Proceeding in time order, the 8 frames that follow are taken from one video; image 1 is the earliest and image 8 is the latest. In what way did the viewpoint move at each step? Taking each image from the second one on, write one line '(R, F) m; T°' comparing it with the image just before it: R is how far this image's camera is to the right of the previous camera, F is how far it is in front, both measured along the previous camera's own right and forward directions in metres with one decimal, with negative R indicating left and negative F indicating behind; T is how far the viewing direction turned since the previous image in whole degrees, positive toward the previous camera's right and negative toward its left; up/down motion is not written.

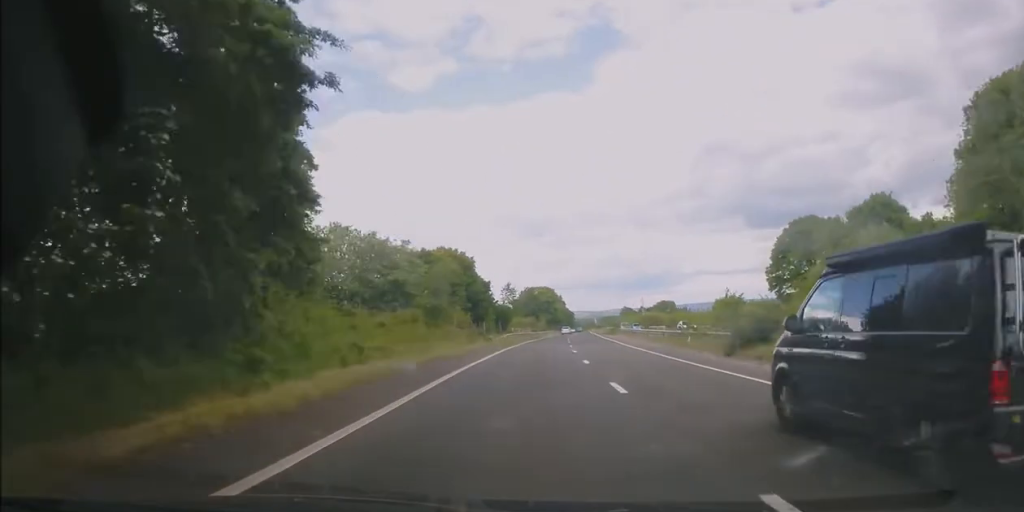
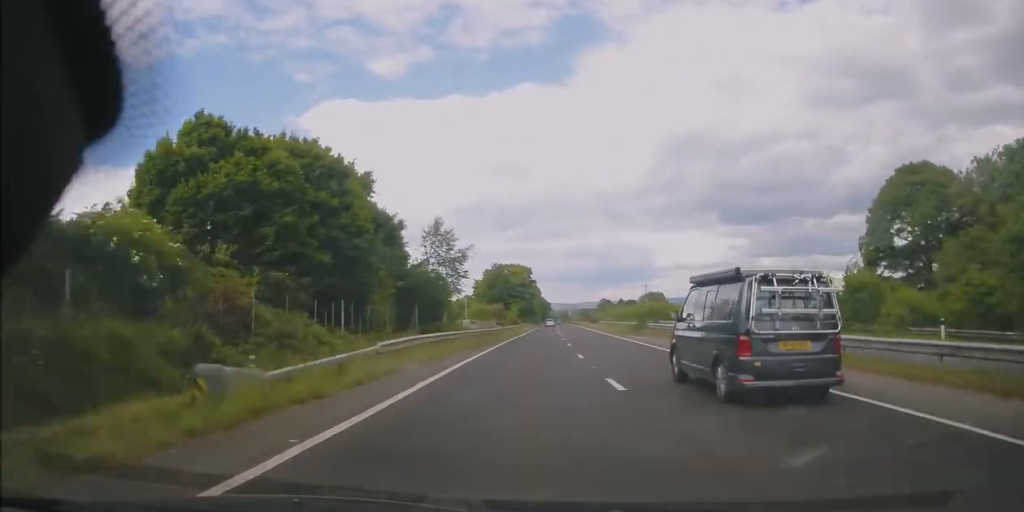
(+0.6, +37.4) m; +2°
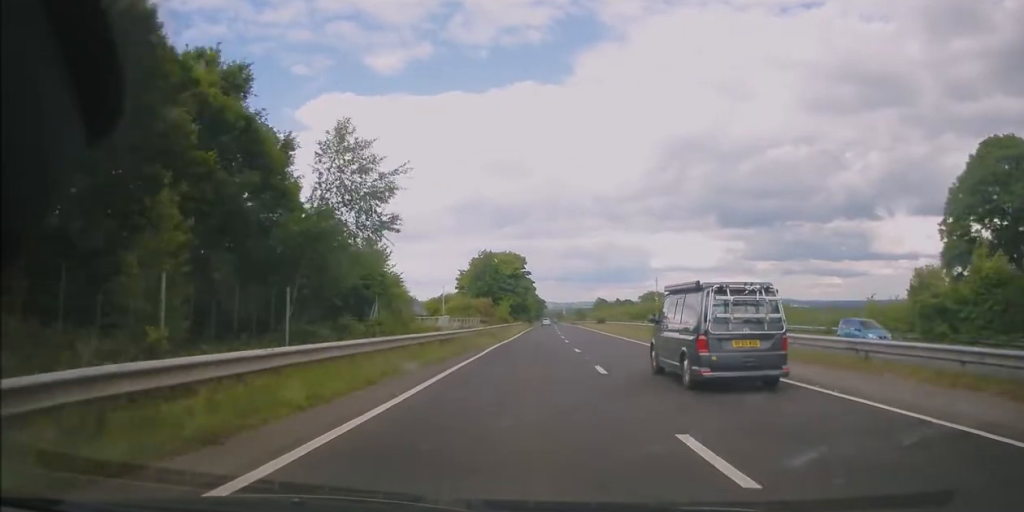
(+0.1, +15.7) m; +1°
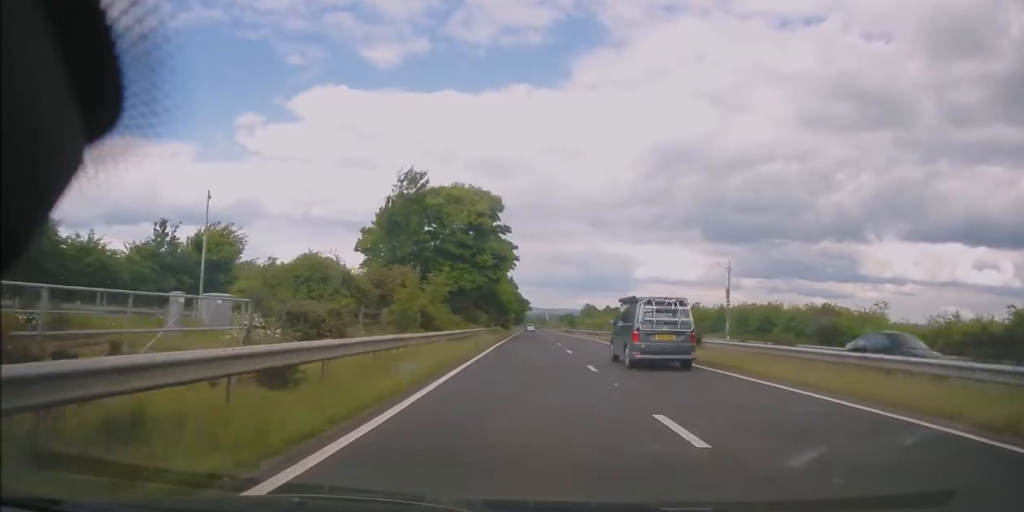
(+0.8, +45.7) m; +1°
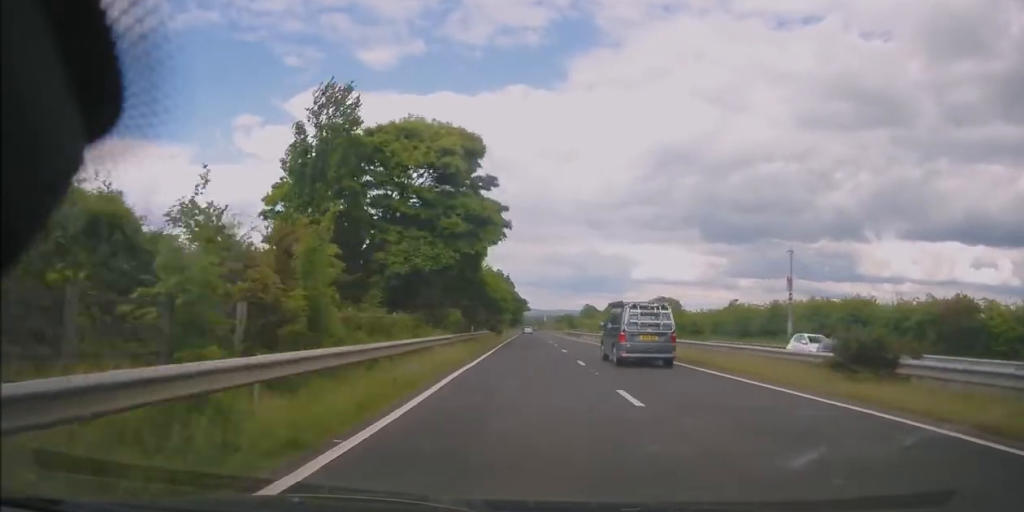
(0.0, +15.5) m; 0°
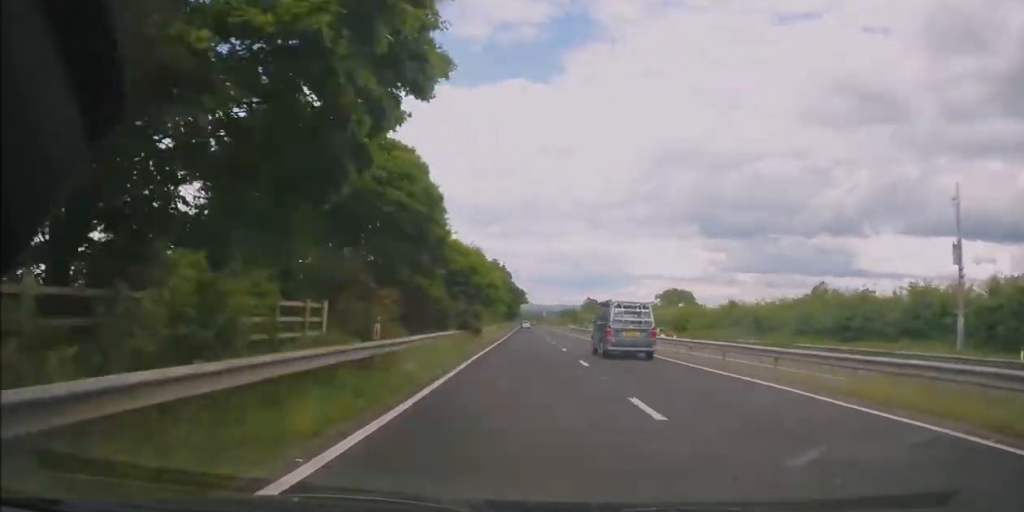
(0.0, +20.4) m; 0°
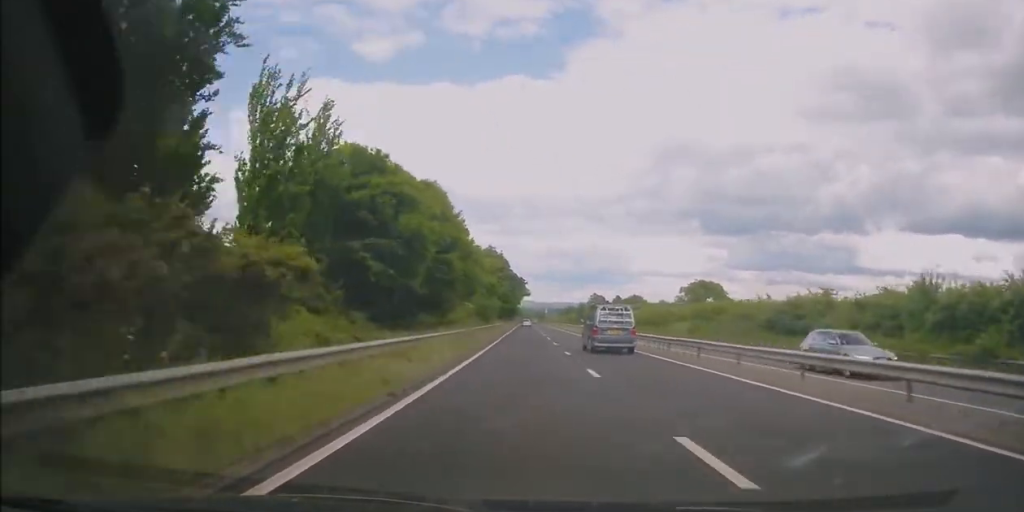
(0.0, +31.3) m; 0°
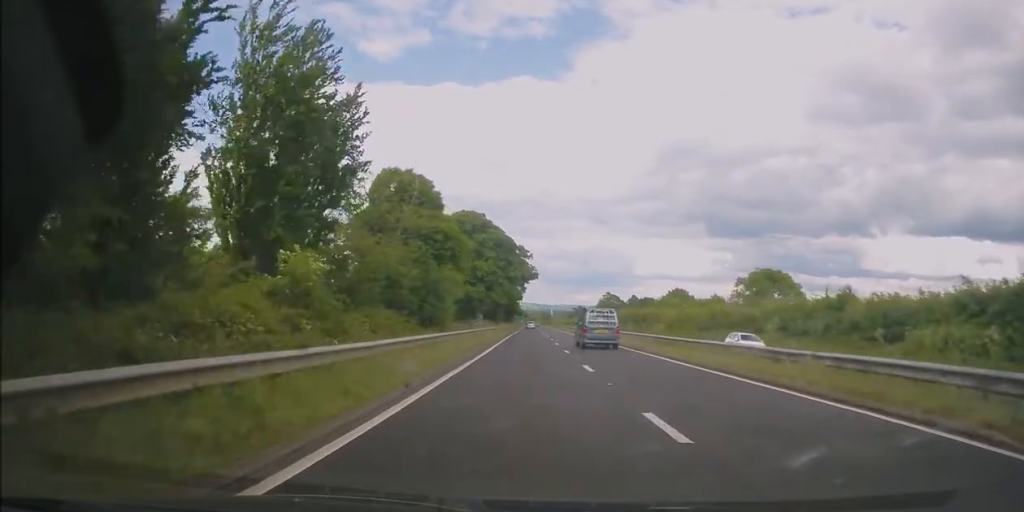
(0.0, +45.5) m; 0°
